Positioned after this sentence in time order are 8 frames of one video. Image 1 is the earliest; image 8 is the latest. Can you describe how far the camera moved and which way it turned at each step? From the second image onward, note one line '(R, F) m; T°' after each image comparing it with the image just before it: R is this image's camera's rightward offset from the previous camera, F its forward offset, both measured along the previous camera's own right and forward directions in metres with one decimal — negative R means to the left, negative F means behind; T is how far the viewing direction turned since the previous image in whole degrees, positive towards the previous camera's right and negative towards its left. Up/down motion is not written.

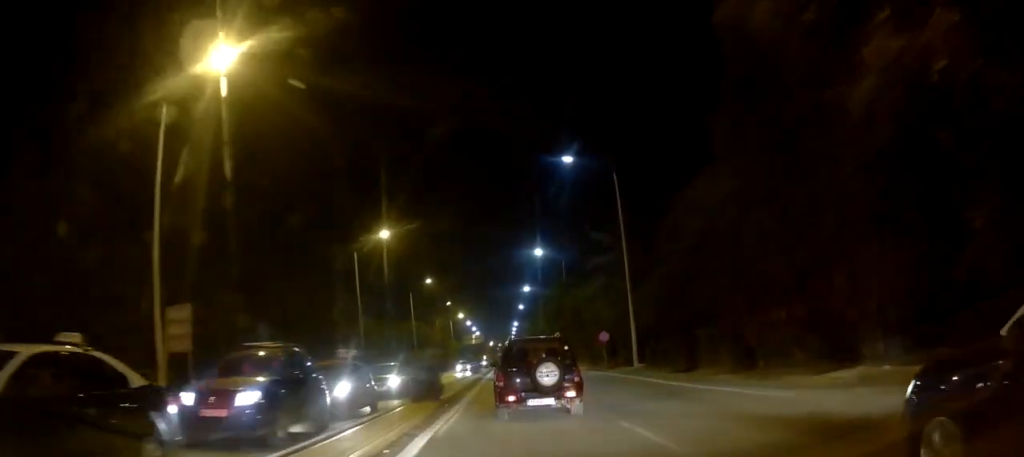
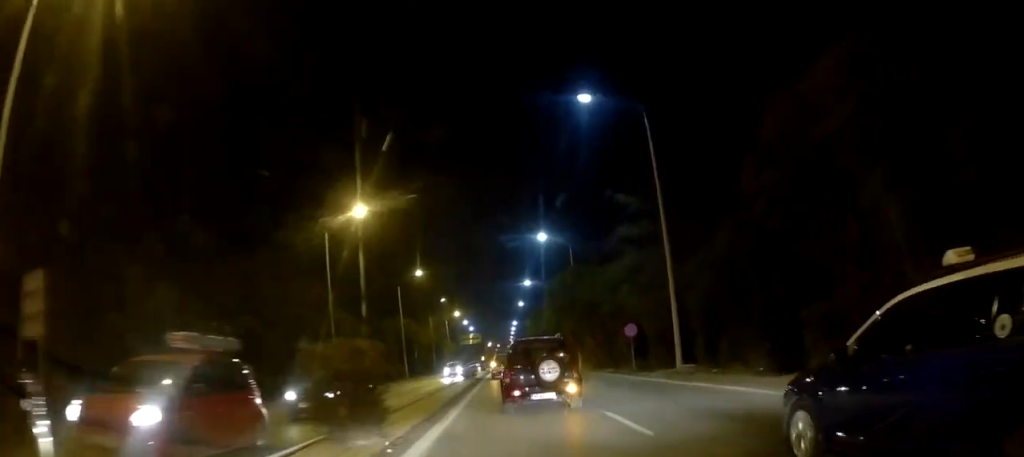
(+0.2, +8.8) m; -1°
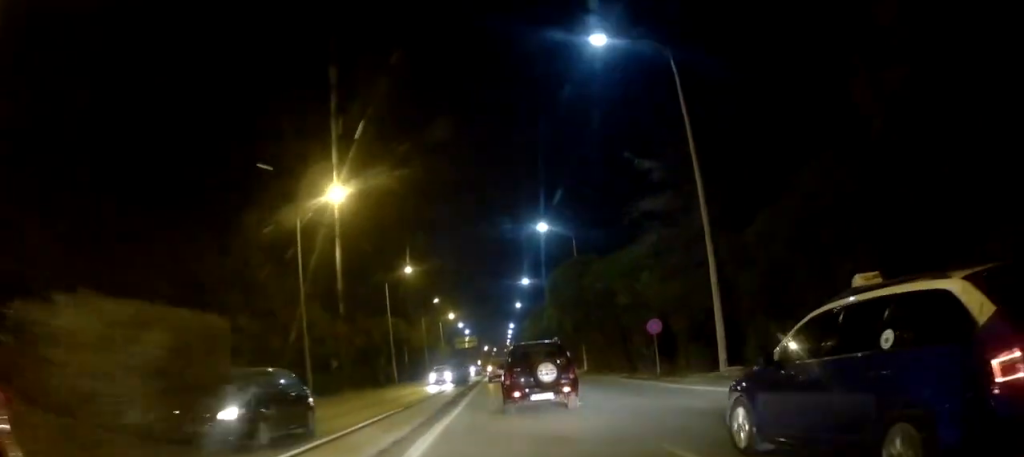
(-0.2, +5.6) m; 0°
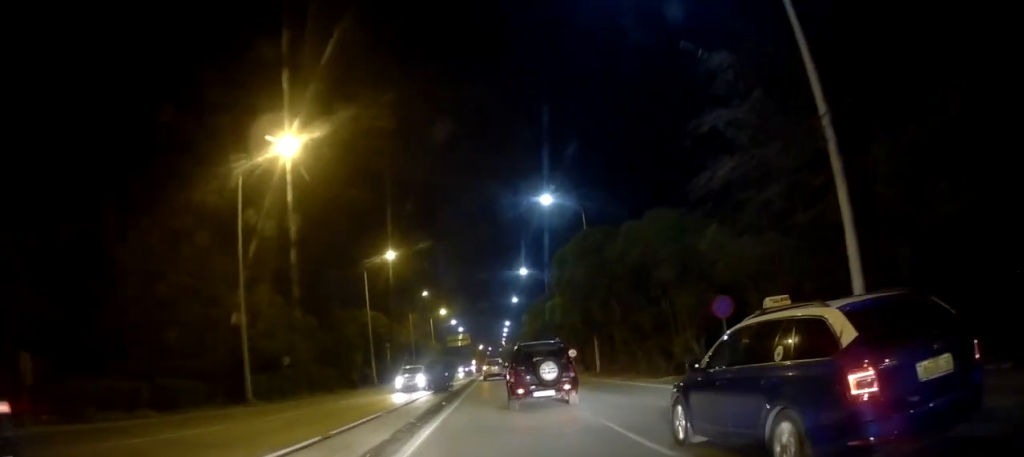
(-0.1, +8.6) m; 0°
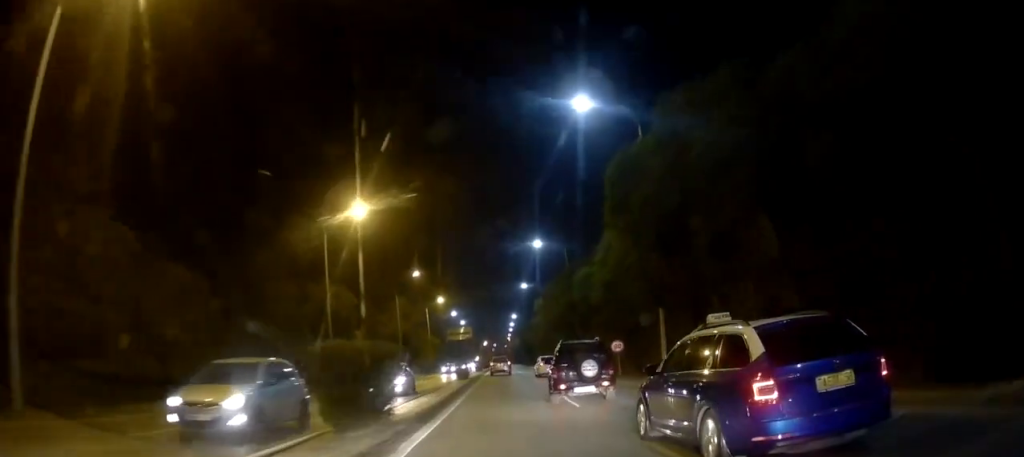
(+0.5, +16.3) m; +2°
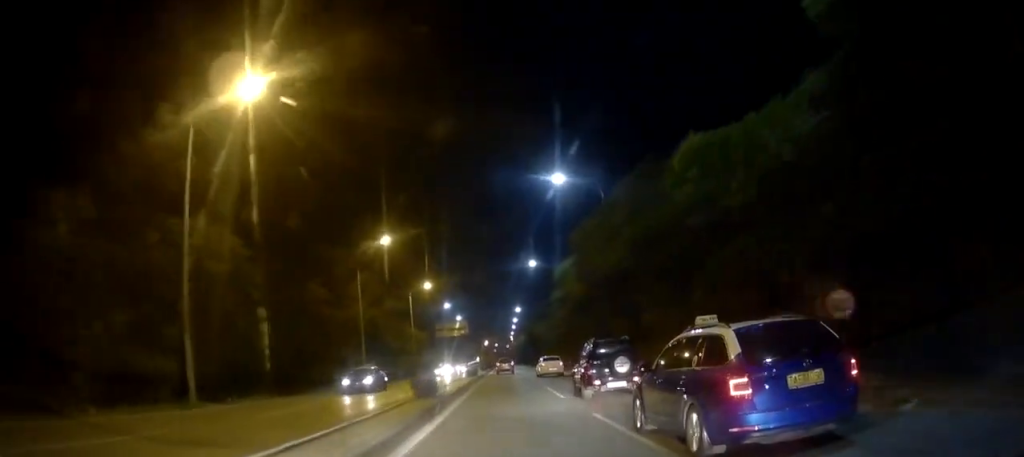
(-0.4, +21.3) m; -2°
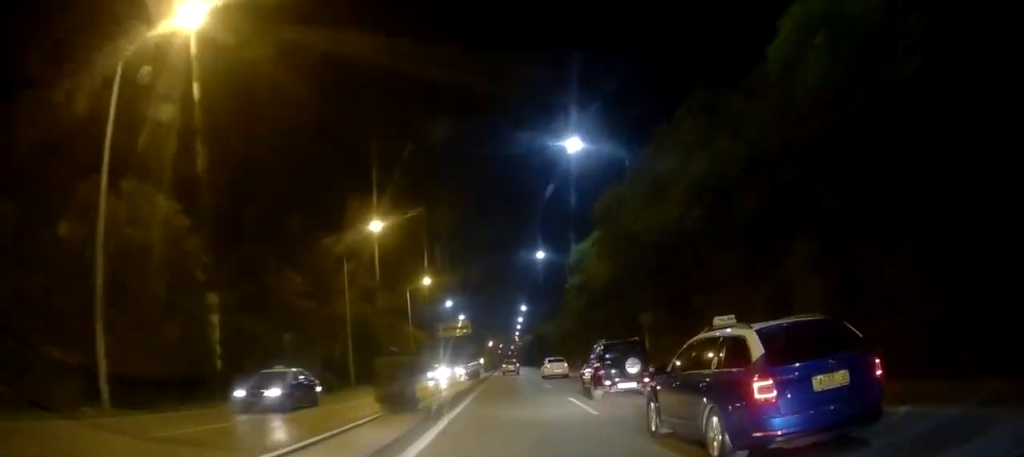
(0.0, +6.5) m; 0°
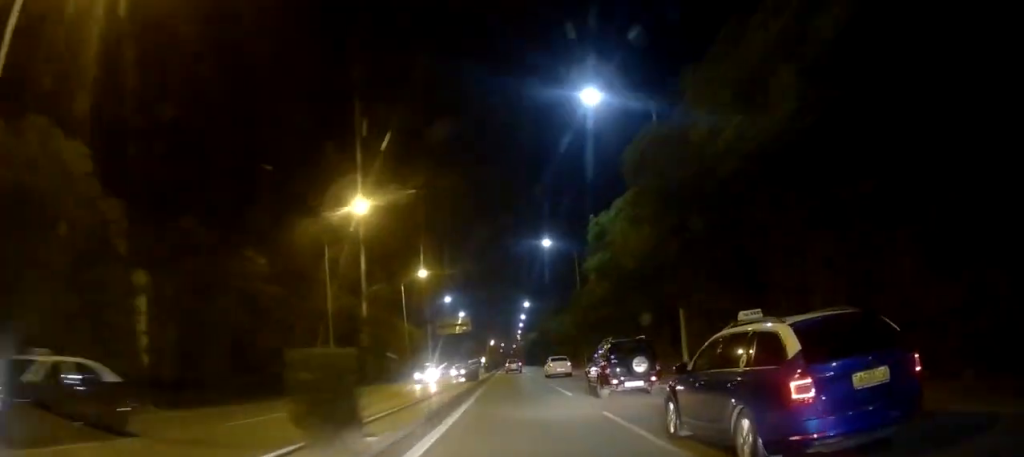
(0.0, +6.0) m; 0°
